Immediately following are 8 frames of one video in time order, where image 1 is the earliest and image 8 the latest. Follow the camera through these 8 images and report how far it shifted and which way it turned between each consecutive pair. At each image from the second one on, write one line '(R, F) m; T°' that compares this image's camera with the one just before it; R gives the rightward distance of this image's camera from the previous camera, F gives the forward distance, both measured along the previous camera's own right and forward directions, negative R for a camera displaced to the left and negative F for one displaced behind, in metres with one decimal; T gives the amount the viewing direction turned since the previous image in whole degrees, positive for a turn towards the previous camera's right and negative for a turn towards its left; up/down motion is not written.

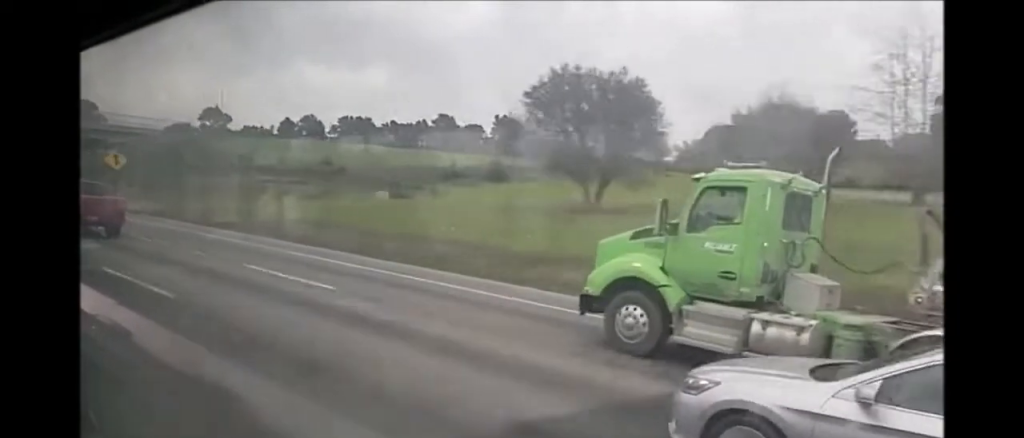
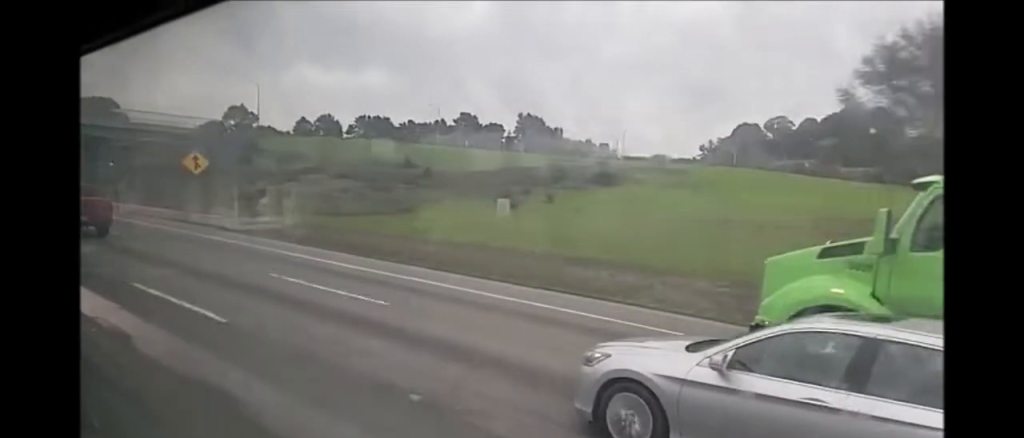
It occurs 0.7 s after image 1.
(+0.1, +17.1) m; 0°
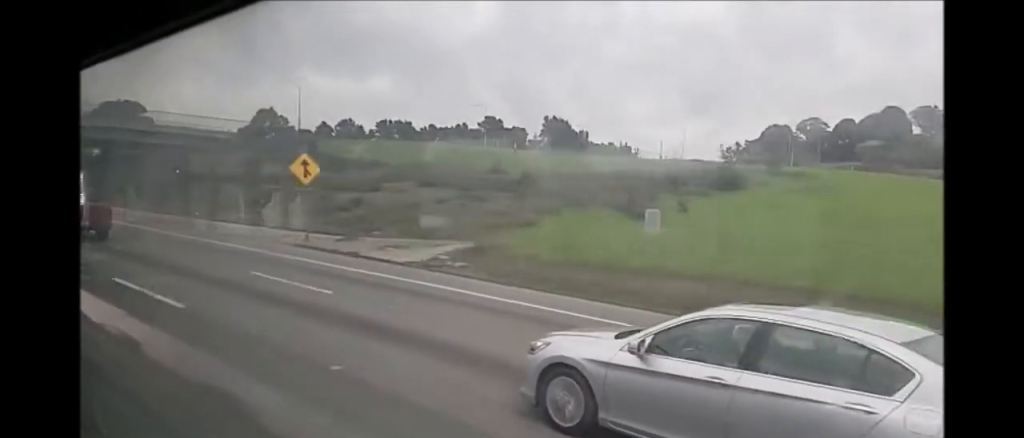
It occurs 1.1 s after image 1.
(+0.2, +11.9) m; 0°
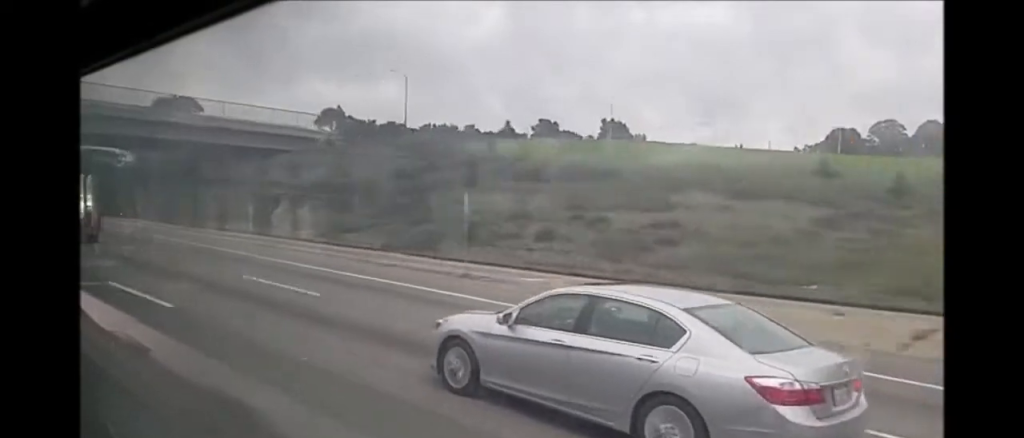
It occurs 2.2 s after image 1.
(-0.3, +28.1) m; 0°
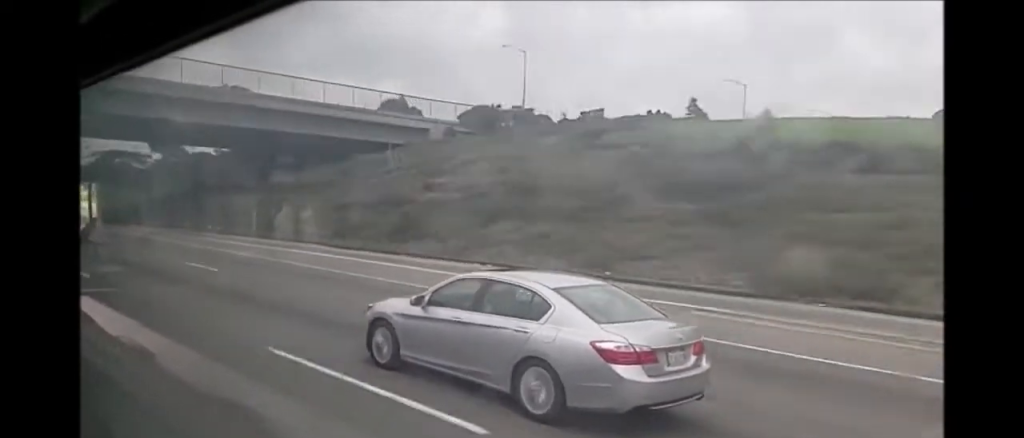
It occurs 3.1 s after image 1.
(+0.3, +23.0) m; +1°
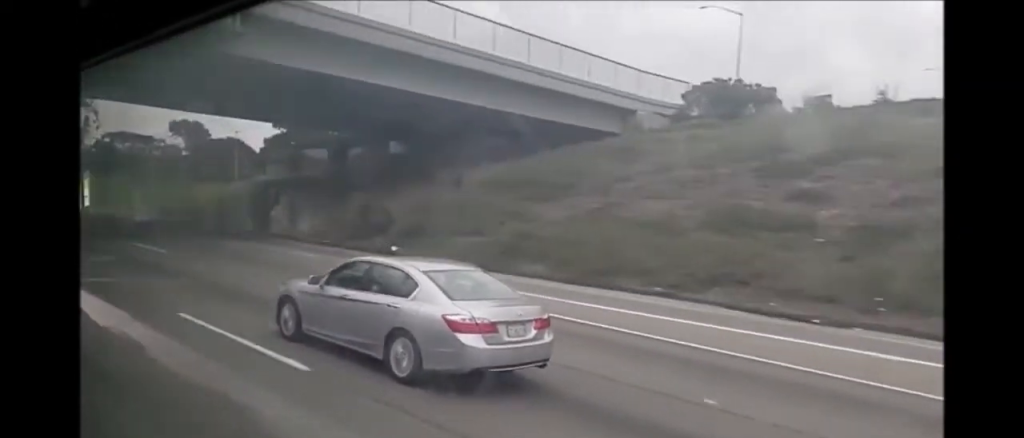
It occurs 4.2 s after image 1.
(0.0, +26.5) m; -1°
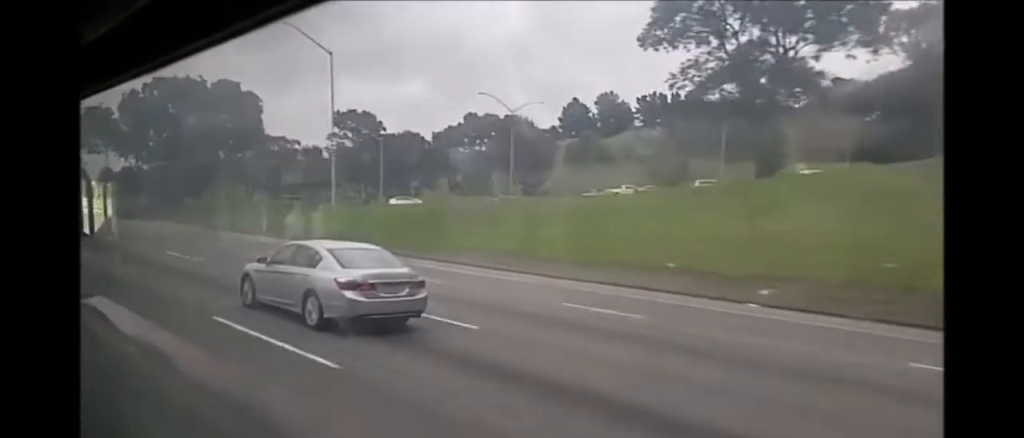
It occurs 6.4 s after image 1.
(-0.2, +58.4) m; 0°
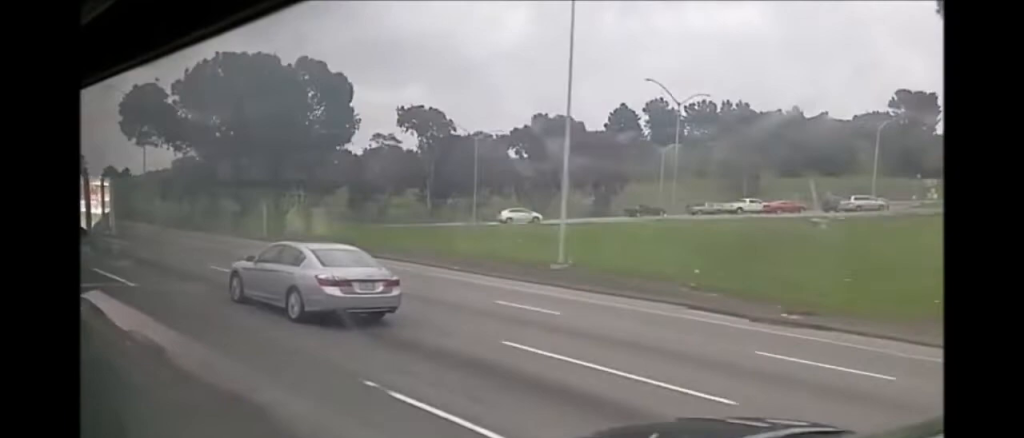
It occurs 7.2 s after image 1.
(-0.1, +19.5) m; 0°
